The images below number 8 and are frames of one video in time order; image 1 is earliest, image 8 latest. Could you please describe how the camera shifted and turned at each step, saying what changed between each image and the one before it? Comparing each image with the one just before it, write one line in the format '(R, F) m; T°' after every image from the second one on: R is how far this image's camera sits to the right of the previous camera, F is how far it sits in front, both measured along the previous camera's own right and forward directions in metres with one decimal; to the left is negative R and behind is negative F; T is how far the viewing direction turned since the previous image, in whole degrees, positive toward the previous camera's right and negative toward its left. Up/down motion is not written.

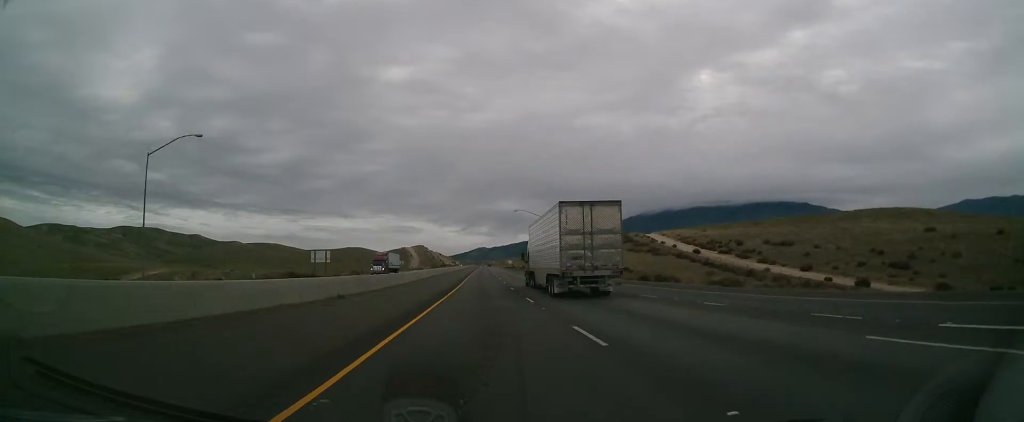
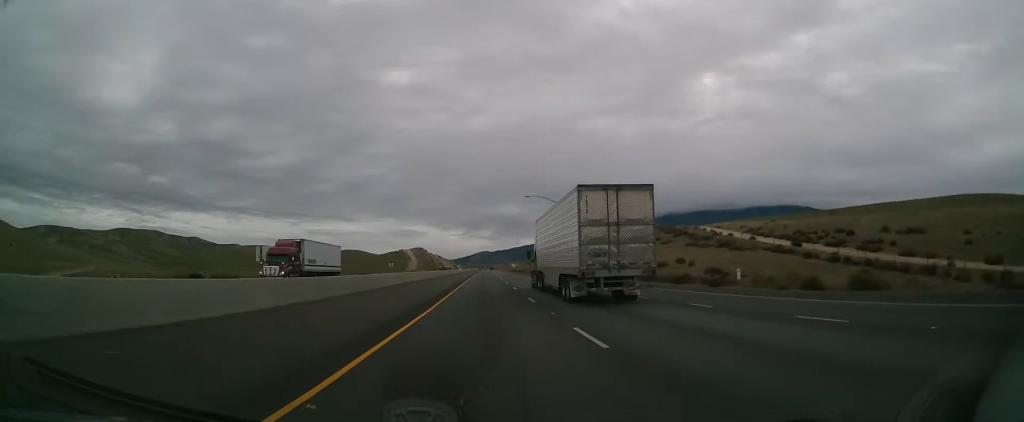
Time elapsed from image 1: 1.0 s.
(-0.1, +32.3) m; 0°
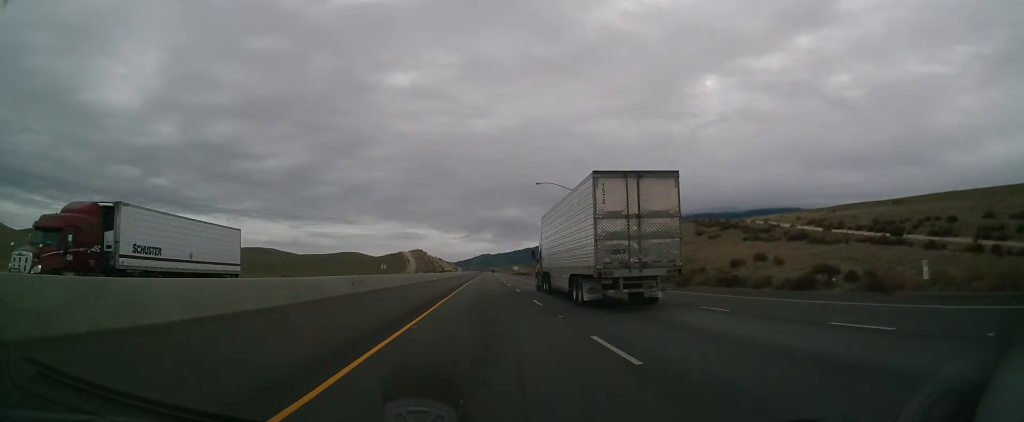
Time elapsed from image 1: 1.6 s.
(+0.1, +18.8) m; 0°
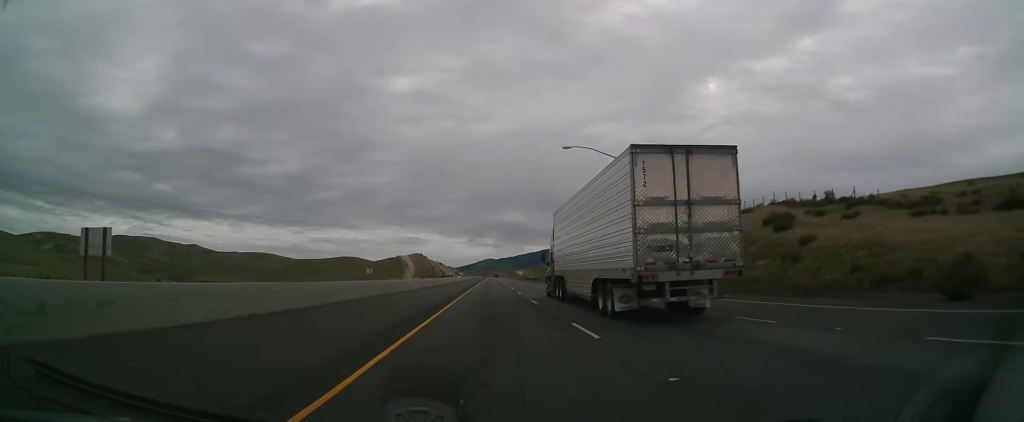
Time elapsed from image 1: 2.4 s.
(-0.3, +30.8) m; 0°
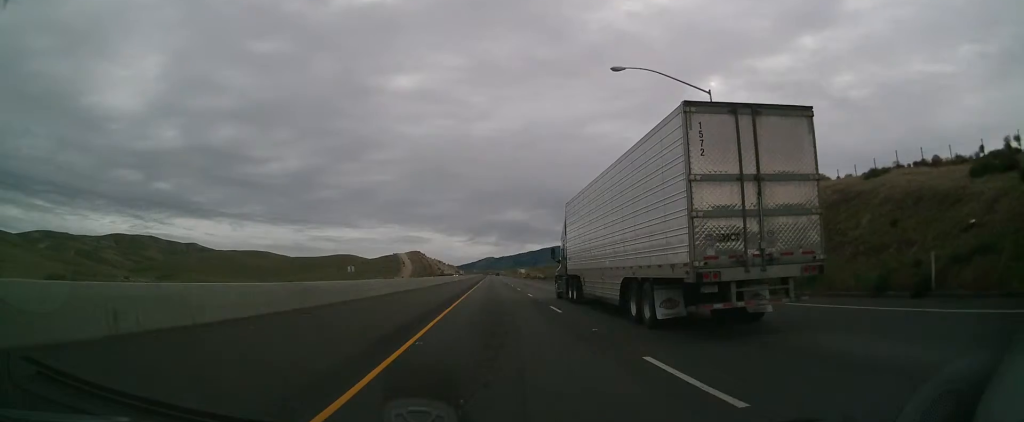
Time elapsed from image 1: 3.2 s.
(0.0, +24.5) m; +1°
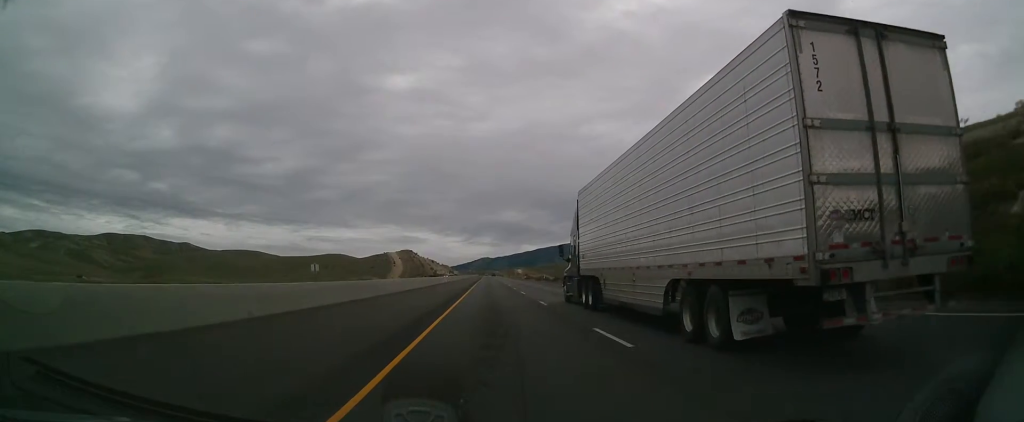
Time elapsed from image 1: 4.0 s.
(+0.2, +26.7) m; 0°
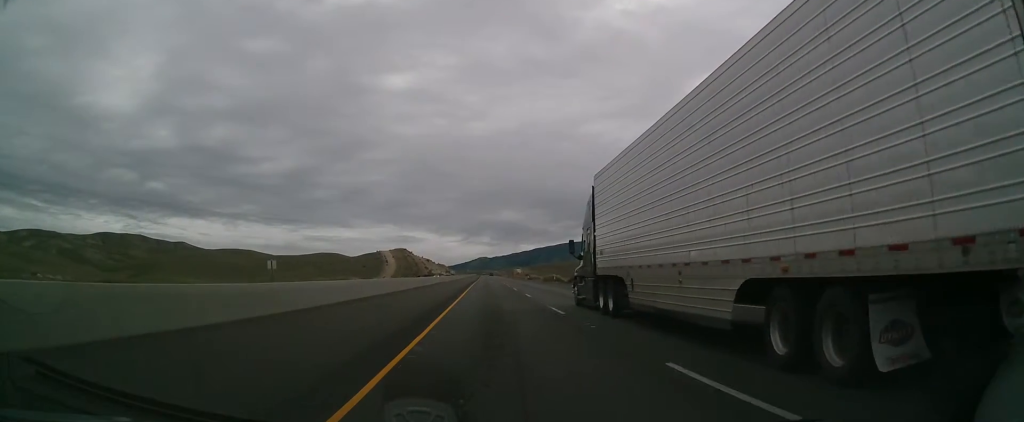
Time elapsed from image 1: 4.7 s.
(+0.2, +21.8) m; 0°
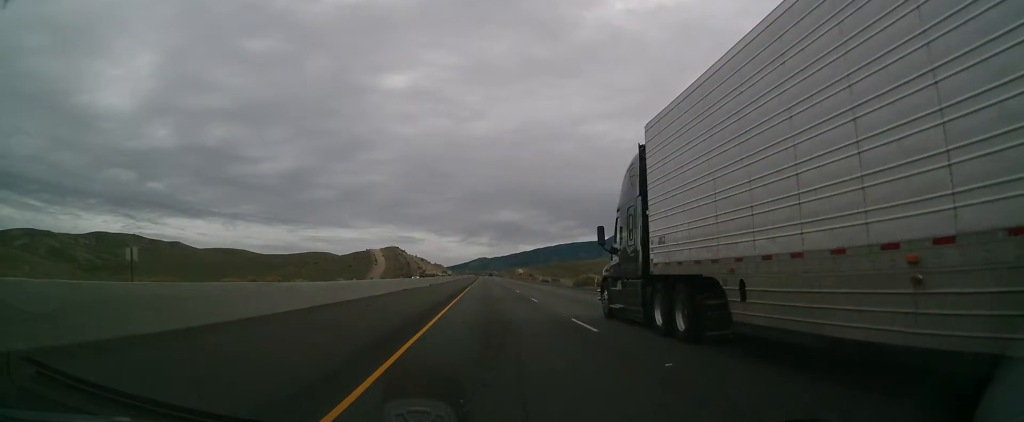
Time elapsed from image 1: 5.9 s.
(-0.4, +36.2) m; 0°
